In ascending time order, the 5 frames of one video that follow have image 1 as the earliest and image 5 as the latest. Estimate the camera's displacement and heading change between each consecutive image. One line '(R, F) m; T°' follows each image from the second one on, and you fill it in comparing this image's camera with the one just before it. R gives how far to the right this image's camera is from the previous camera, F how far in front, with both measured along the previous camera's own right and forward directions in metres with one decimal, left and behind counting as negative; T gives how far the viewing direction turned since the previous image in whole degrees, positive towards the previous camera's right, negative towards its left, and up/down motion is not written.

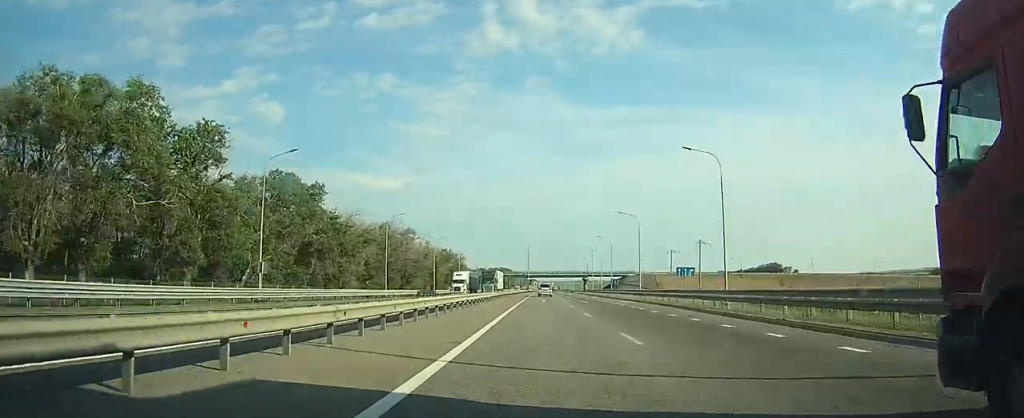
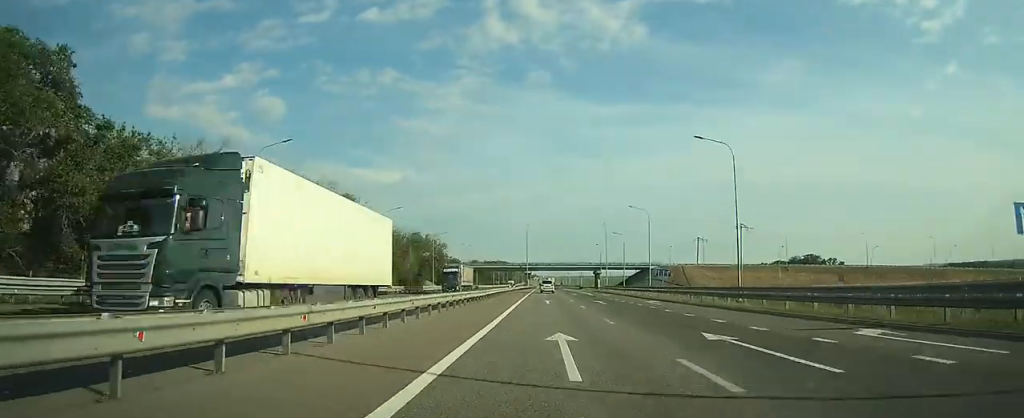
(+0.1, +42.4) m; 0°
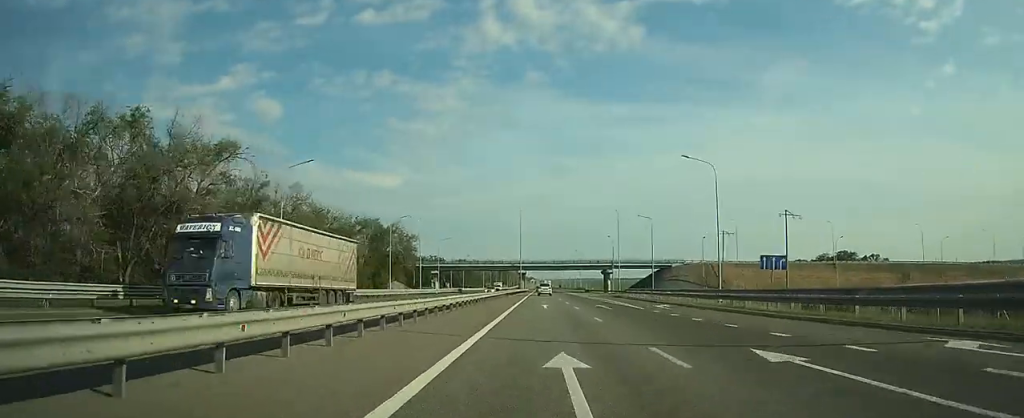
(0.0, +33.7) m; 0°
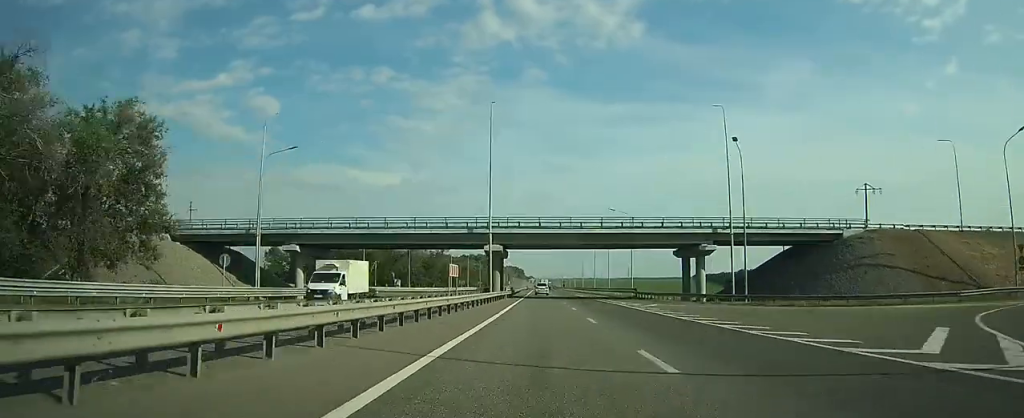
(+0.4, +84.1) m; 0°
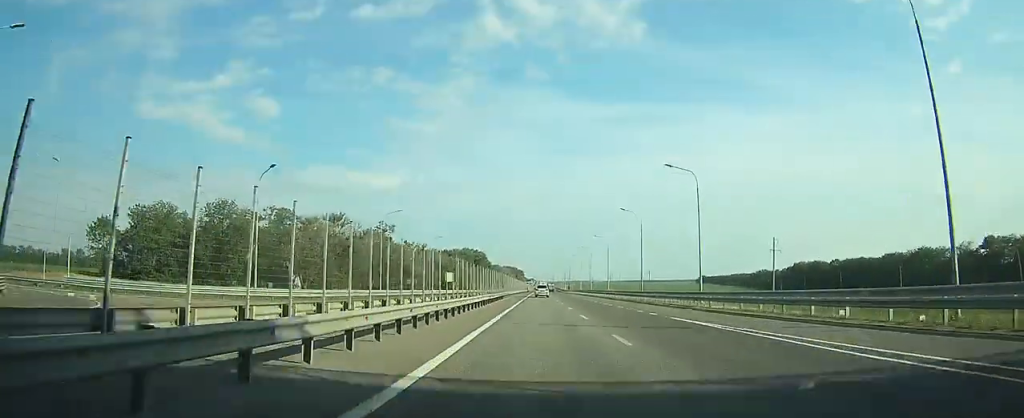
(-0.3, +67.0) m; 0°
